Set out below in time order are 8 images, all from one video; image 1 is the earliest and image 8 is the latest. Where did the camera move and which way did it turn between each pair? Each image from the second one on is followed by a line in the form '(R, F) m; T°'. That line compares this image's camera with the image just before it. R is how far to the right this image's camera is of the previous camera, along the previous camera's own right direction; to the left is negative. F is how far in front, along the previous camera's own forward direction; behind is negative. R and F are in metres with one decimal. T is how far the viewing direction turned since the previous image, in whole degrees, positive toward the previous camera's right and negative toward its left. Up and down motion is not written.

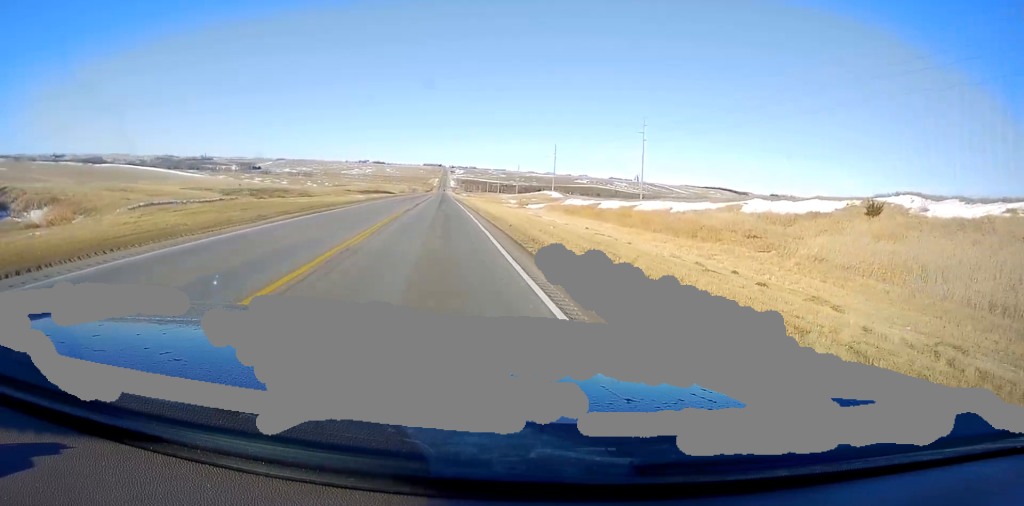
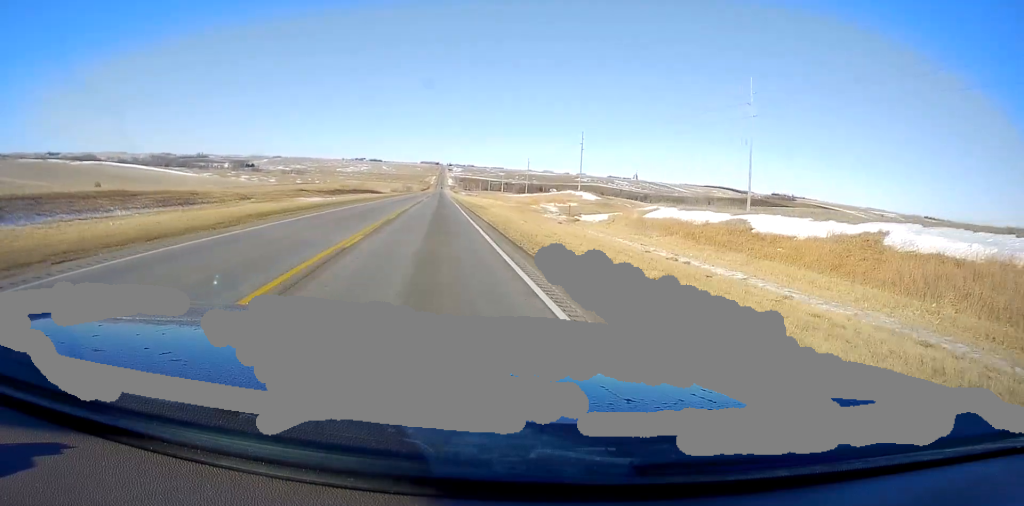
(0.0, +36.7) m; 0°
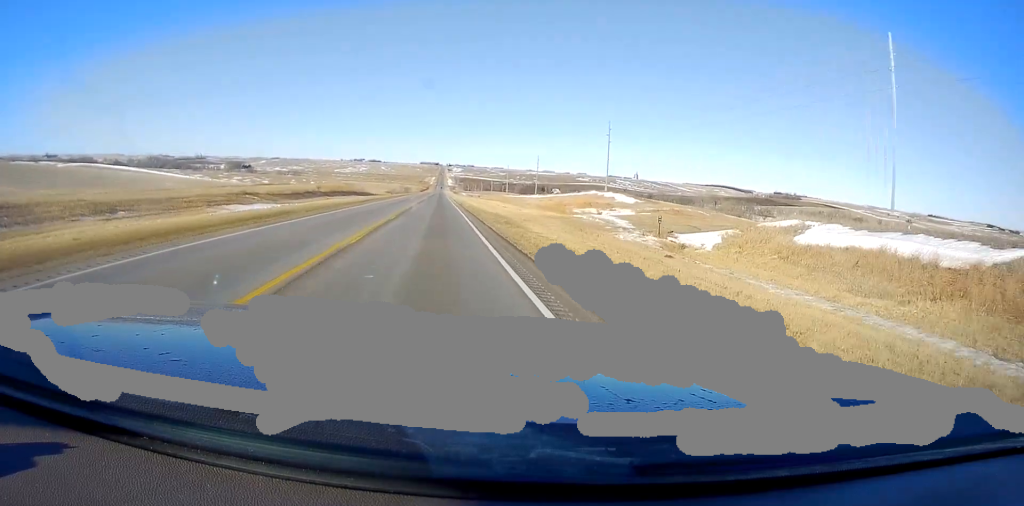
(0.0, +23.2) m; 0°
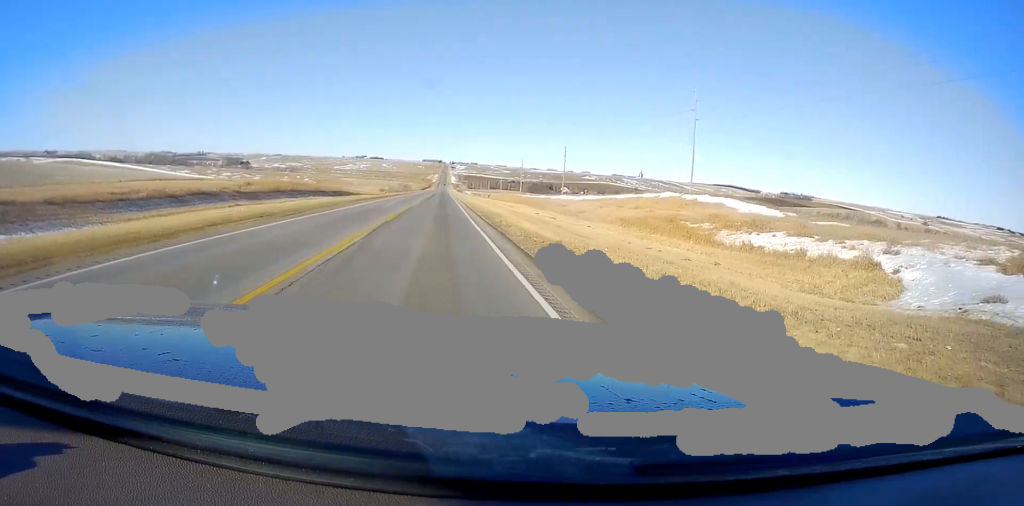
(0.0, +39.1) m; 0°
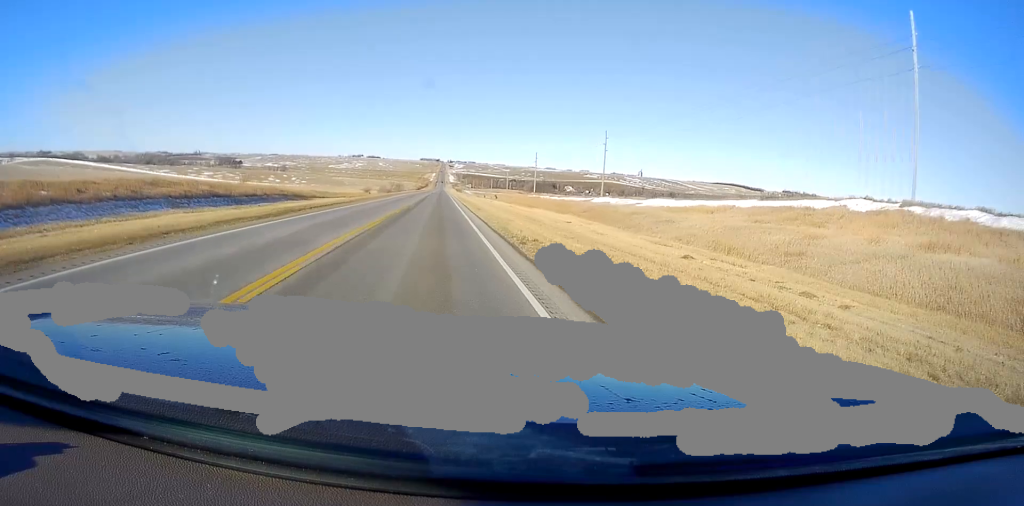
(0.0, +41.9) m; 0°
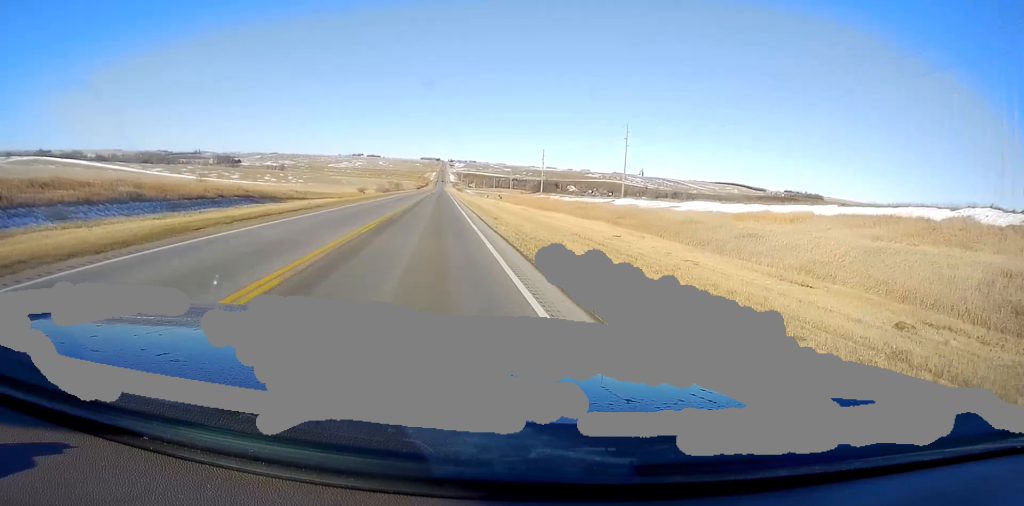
(0.0, +13.4) m; 0°
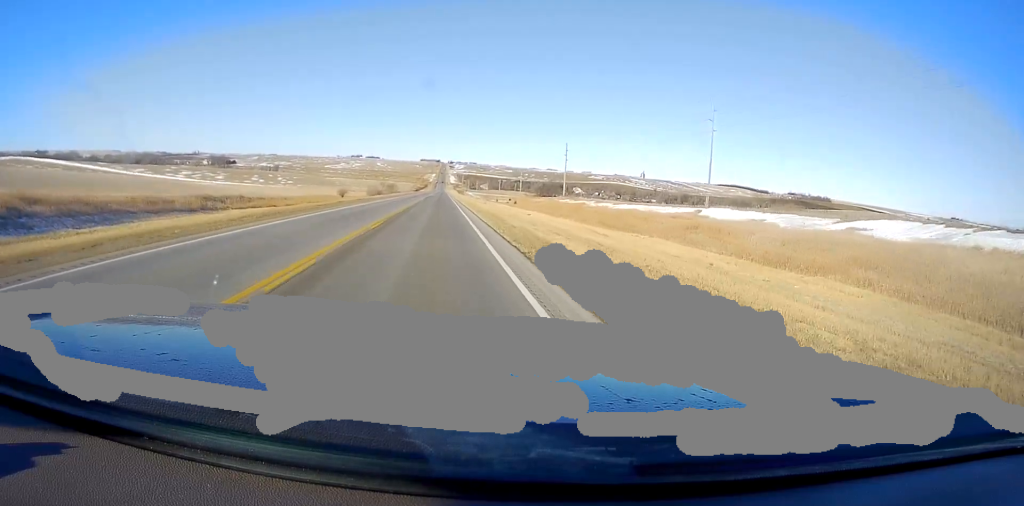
(0.0, +34.5) m; 0°
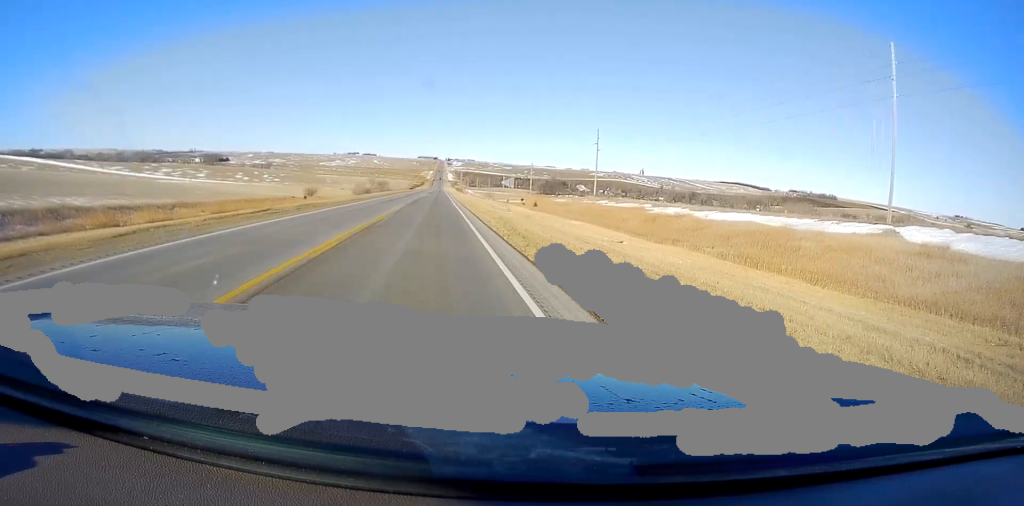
(0.0, +33.0) m; 0°
